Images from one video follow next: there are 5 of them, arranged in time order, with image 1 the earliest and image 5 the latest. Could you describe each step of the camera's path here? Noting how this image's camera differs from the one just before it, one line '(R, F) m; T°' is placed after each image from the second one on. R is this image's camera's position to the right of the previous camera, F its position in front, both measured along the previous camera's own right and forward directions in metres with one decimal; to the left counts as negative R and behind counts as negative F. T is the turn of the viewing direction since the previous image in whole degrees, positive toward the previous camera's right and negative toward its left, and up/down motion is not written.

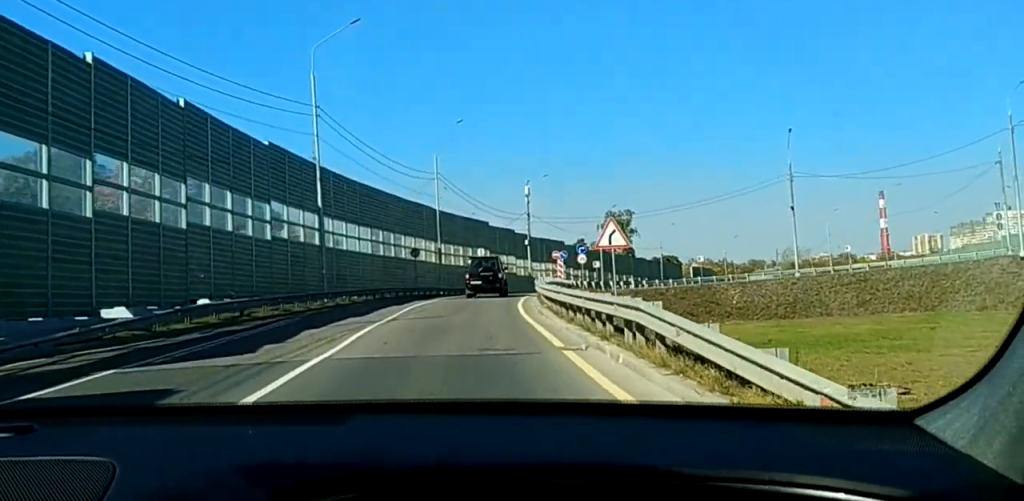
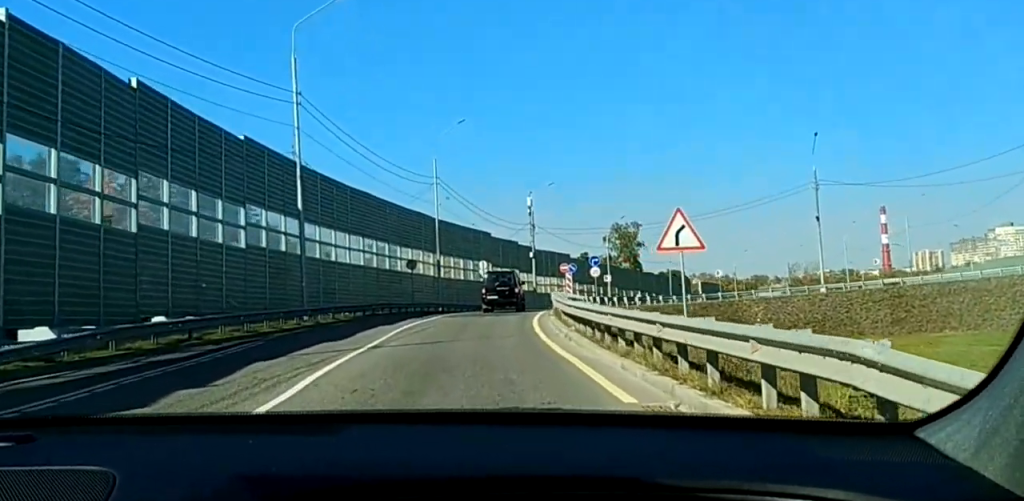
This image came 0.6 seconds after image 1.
(+0.1, +7.0) m; 0°
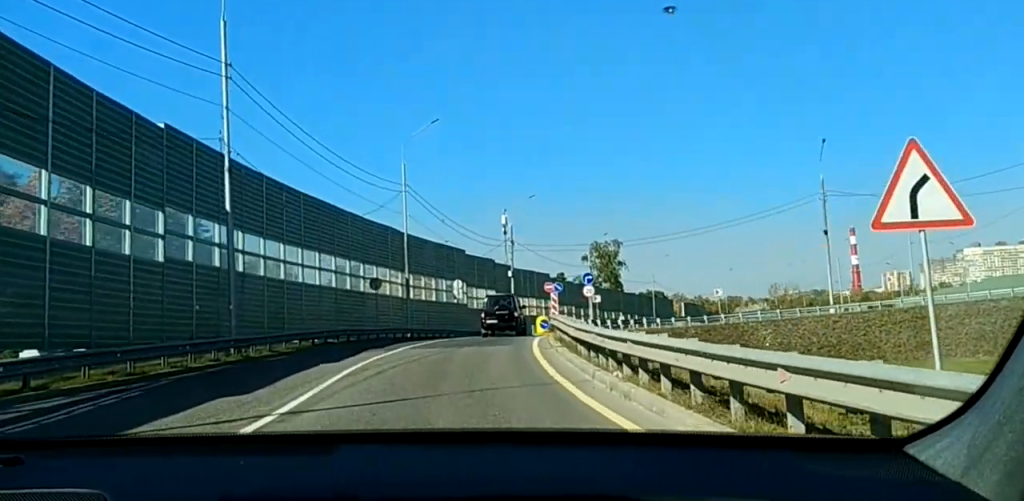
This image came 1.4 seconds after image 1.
(-0.6, +9.0) m; +2°
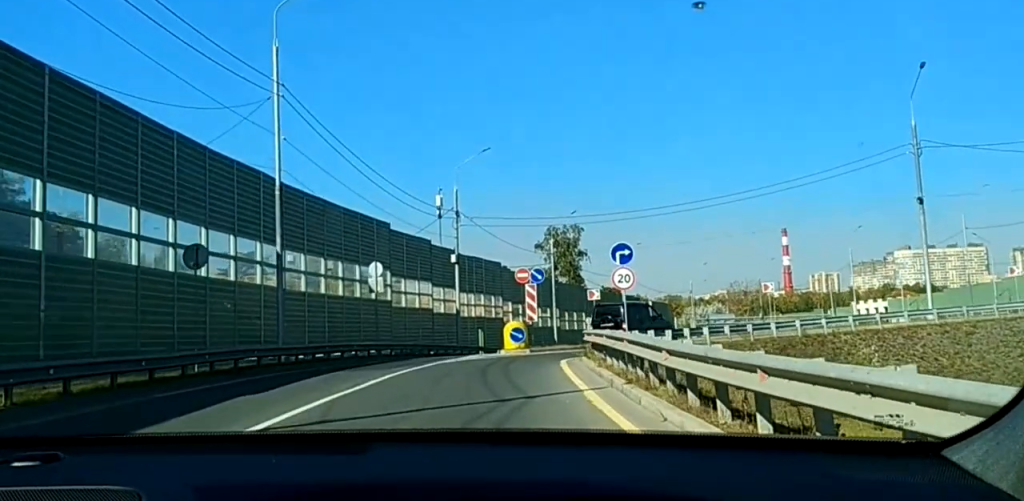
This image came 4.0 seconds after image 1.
(+2.9, +29.0) m; +8°
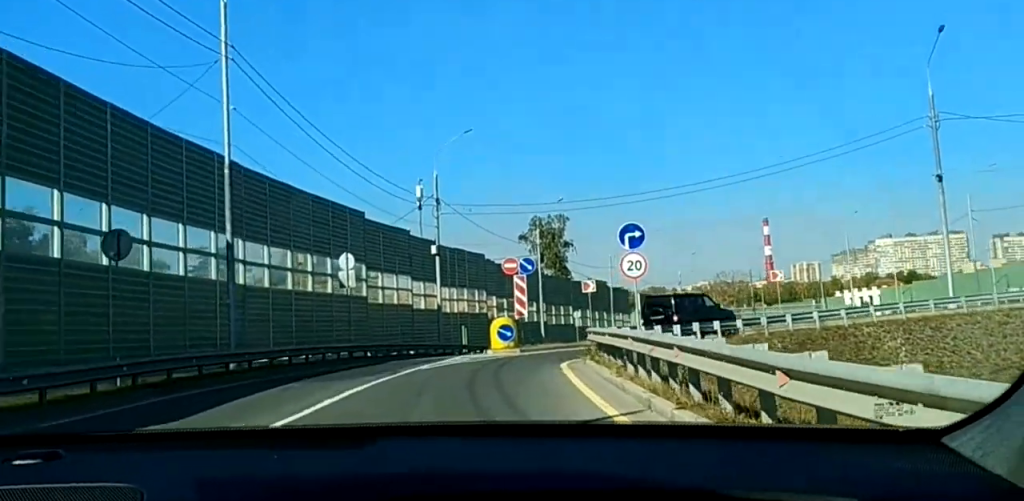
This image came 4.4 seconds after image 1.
(0.0, +5.0) m; +1°
